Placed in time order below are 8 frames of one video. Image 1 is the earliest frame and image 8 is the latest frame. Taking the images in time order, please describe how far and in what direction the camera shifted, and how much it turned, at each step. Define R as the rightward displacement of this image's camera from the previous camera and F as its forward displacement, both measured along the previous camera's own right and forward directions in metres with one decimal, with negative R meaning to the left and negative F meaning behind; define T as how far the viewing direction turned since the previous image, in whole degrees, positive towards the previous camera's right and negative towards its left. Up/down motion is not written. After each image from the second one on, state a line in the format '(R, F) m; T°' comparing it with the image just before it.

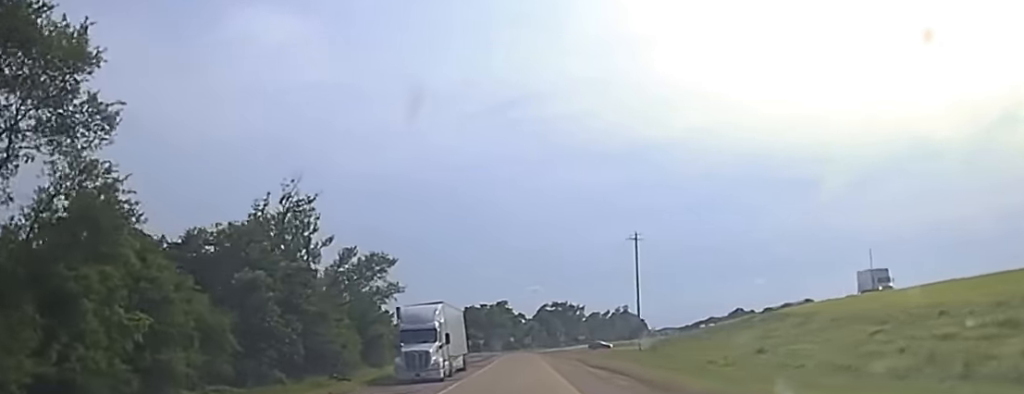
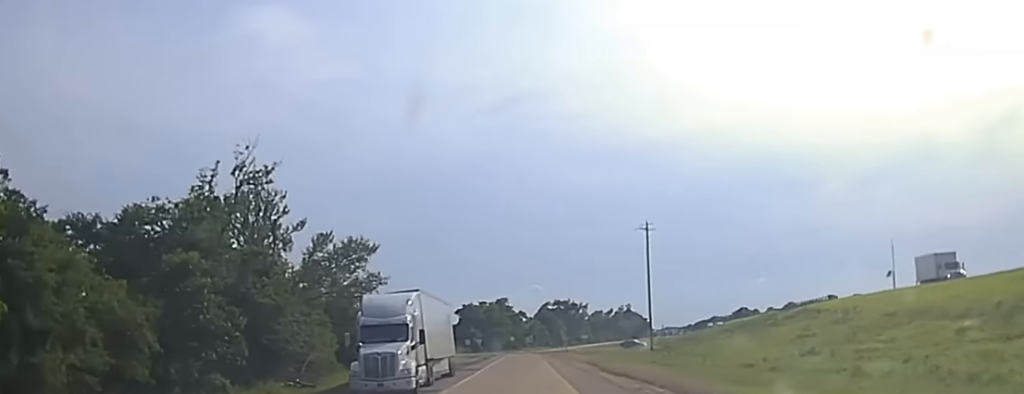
(-0.1, +12.6) m; 0°
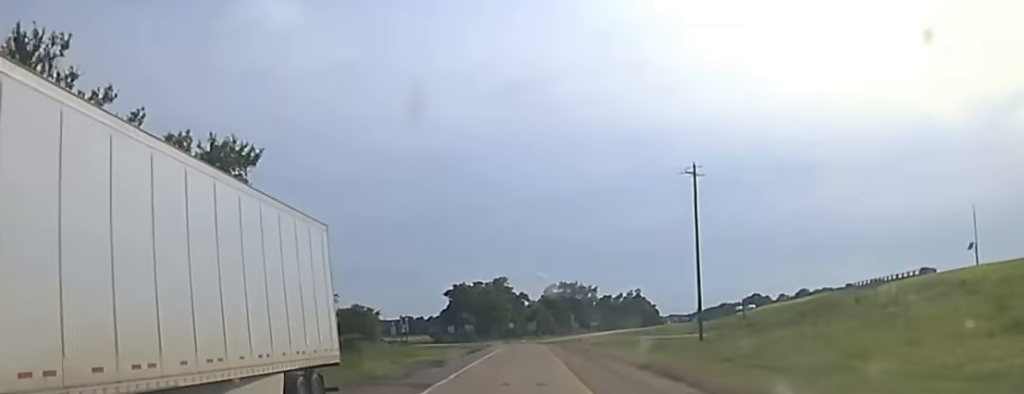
(+0.1, +36.3) m; +1°
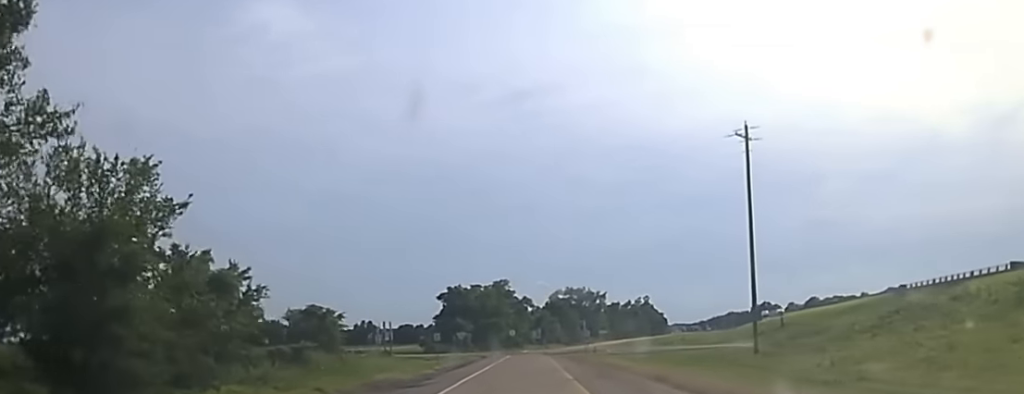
(+0.2, +21.9) m; 0°
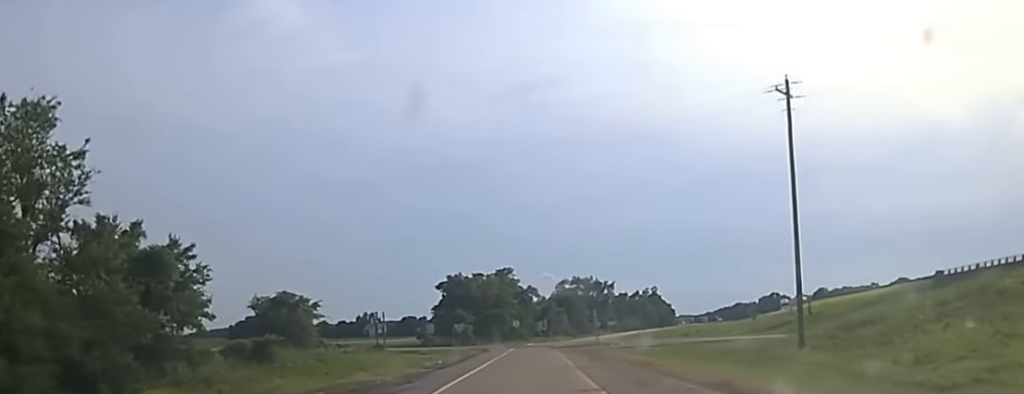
(+0.1, +11.8) m; -1°
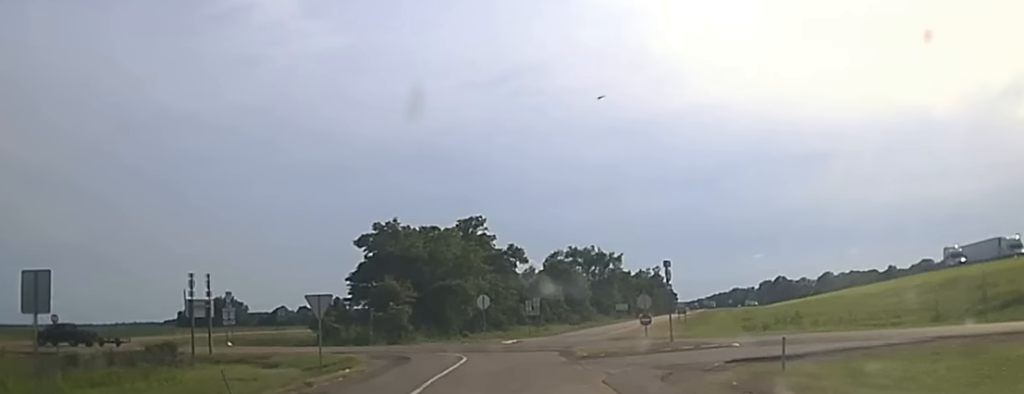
(-0.5, +64.1) m; +2°
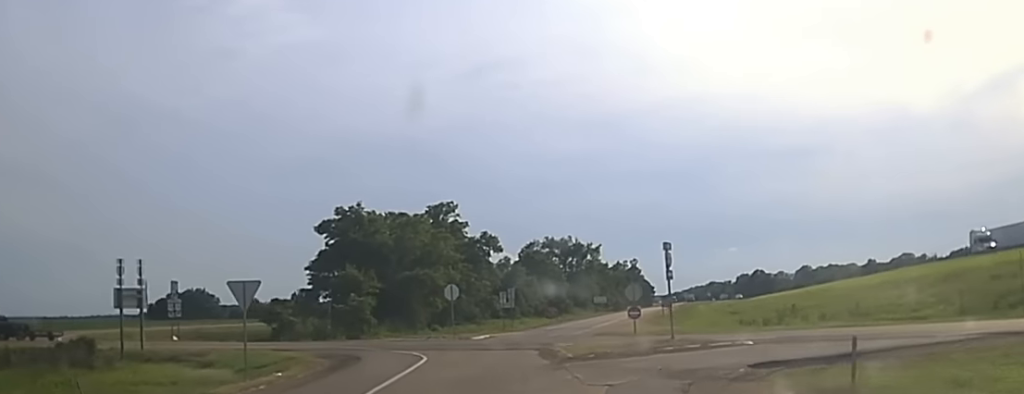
(+0.1, +7.1) m; +1°
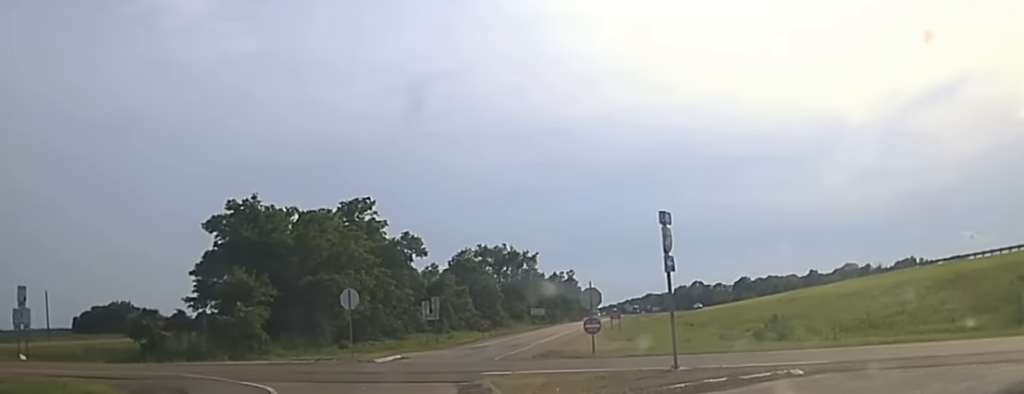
(+0.4, +15.0) m; +5°
